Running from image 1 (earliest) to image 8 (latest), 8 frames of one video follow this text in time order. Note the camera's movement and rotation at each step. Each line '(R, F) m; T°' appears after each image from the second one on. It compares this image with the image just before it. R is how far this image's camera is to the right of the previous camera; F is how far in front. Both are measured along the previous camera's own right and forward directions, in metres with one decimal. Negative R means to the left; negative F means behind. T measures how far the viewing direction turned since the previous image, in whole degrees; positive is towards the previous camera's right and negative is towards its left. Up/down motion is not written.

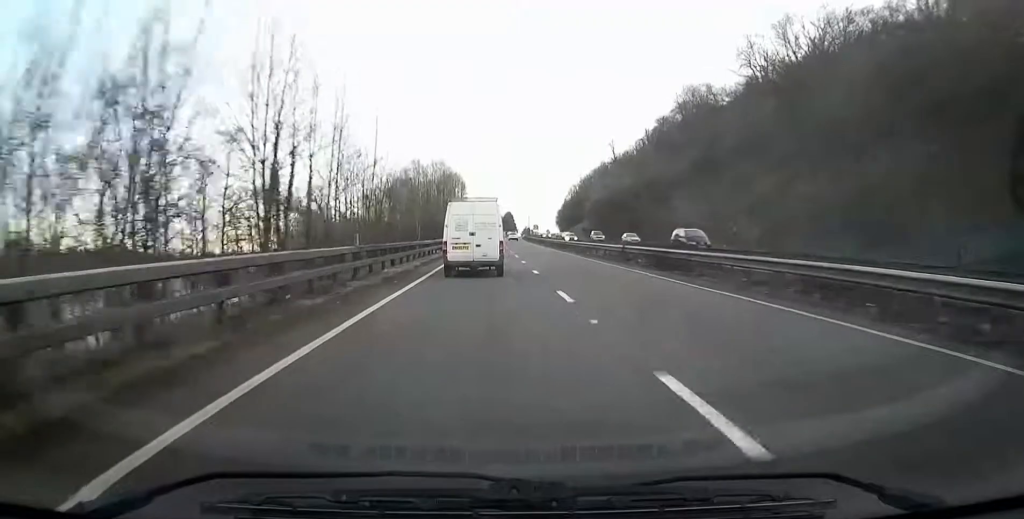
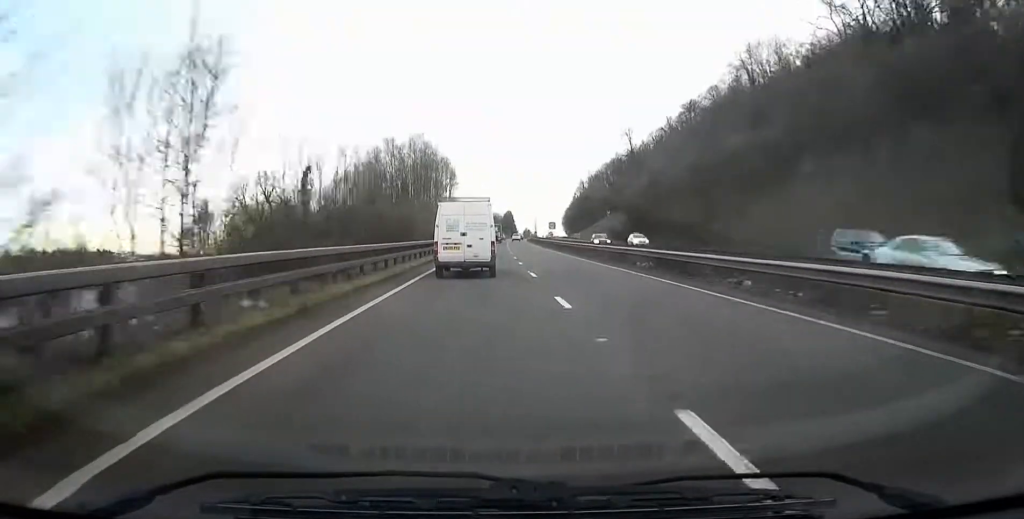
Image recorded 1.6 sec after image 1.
(0.0, +36.7) m; 0°
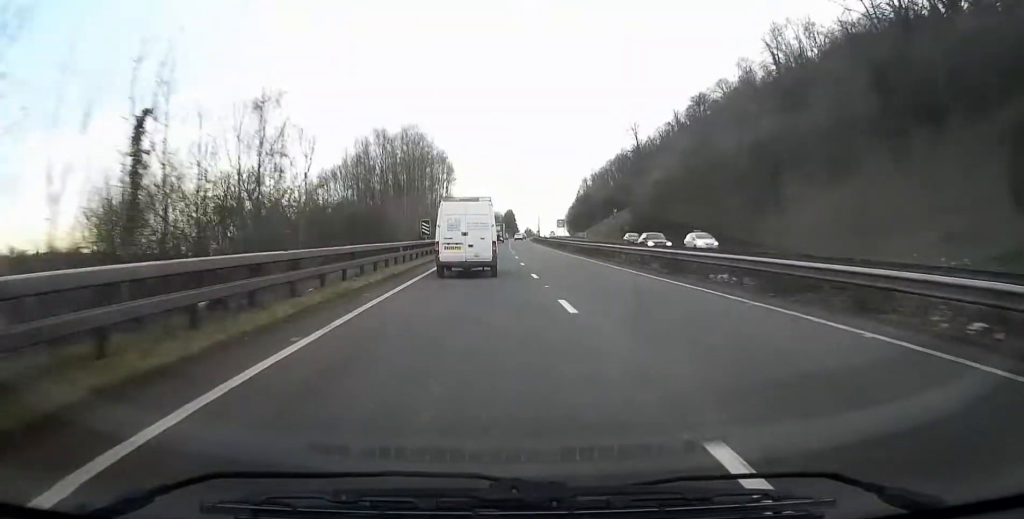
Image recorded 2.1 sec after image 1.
(0.0, +9.6) m; 0°
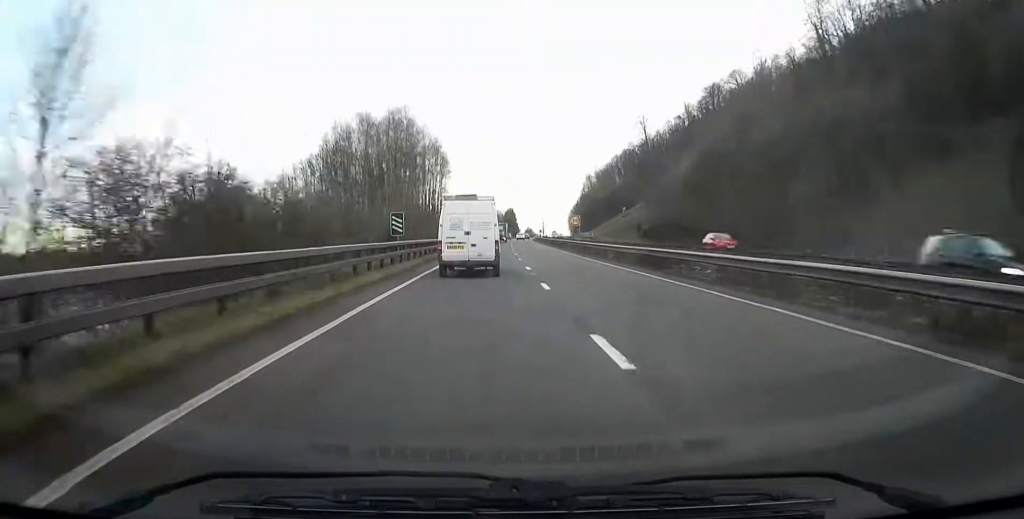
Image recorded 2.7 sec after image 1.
(0.0, +13.3) m; 0°
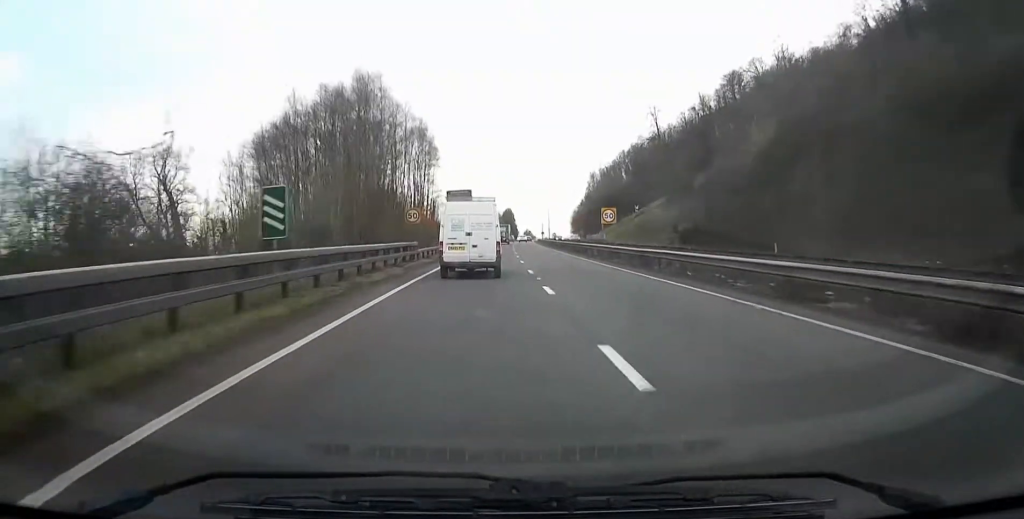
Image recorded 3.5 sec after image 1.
(0.0, +18.4) m; 0°
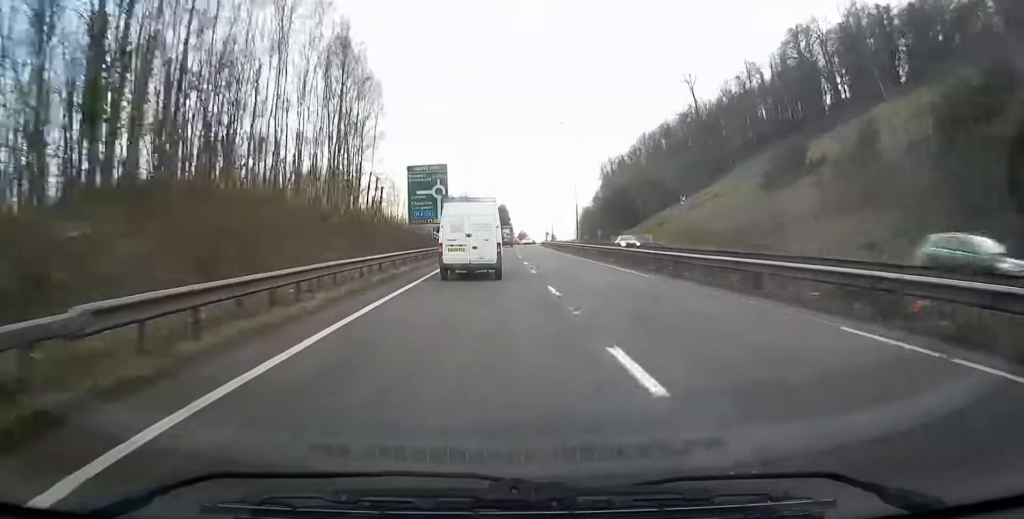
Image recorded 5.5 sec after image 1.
(+0.1, +44.1) m; +1°
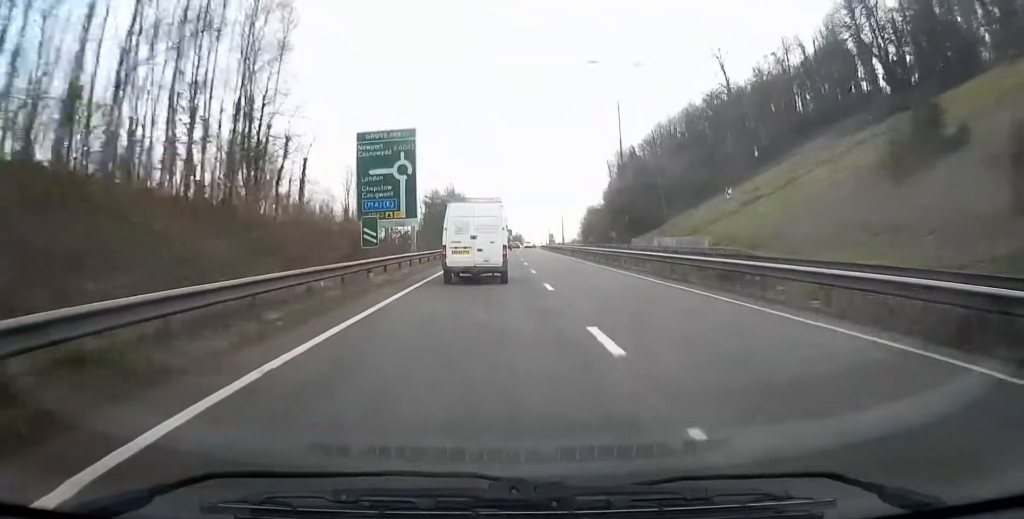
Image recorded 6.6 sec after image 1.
(+0.1, +24.8) m; 0°
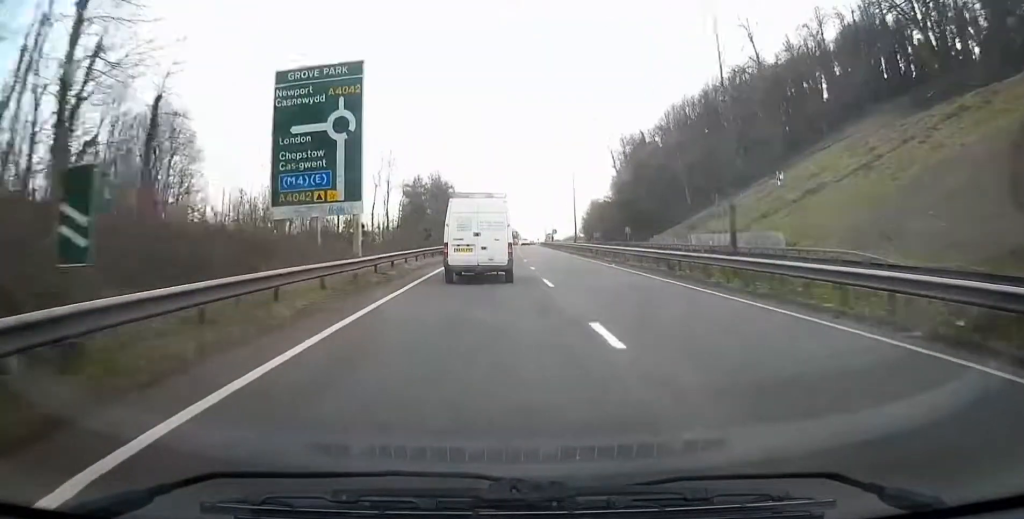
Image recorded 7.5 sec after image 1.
(0.0, +18.2) m; 0°
